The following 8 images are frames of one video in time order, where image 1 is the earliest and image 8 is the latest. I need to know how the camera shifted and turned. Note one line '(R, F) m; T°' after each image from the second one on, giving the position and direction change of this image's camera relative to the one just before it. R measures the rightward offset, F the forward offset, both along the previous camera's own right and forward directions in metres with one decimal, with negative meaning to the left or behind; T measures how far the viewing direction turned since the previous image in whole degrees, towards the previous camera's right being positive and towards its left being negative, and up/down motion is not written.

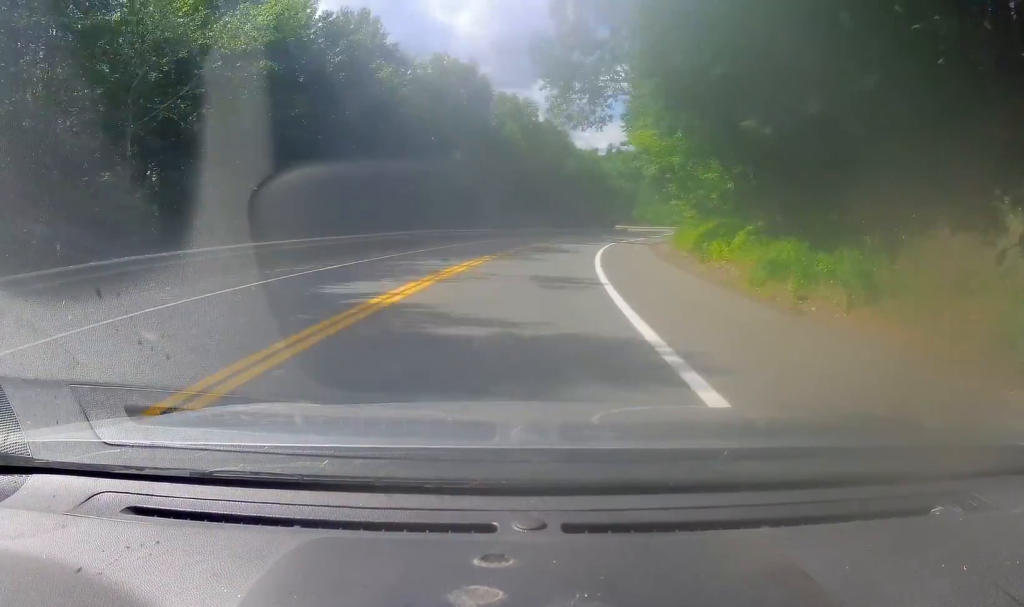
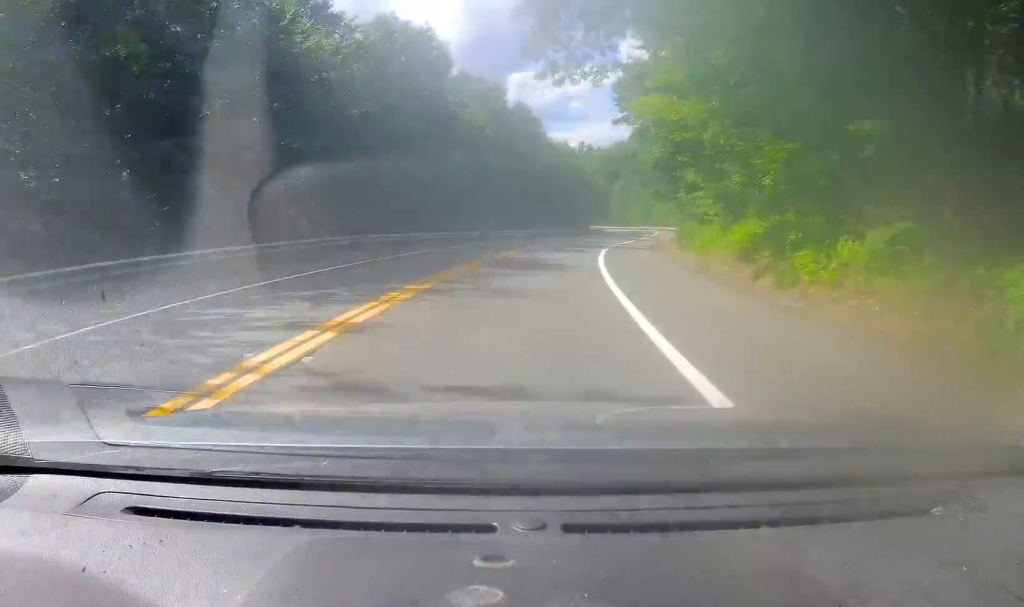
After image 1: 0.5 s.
(+0.7, +11.5) m; +2°
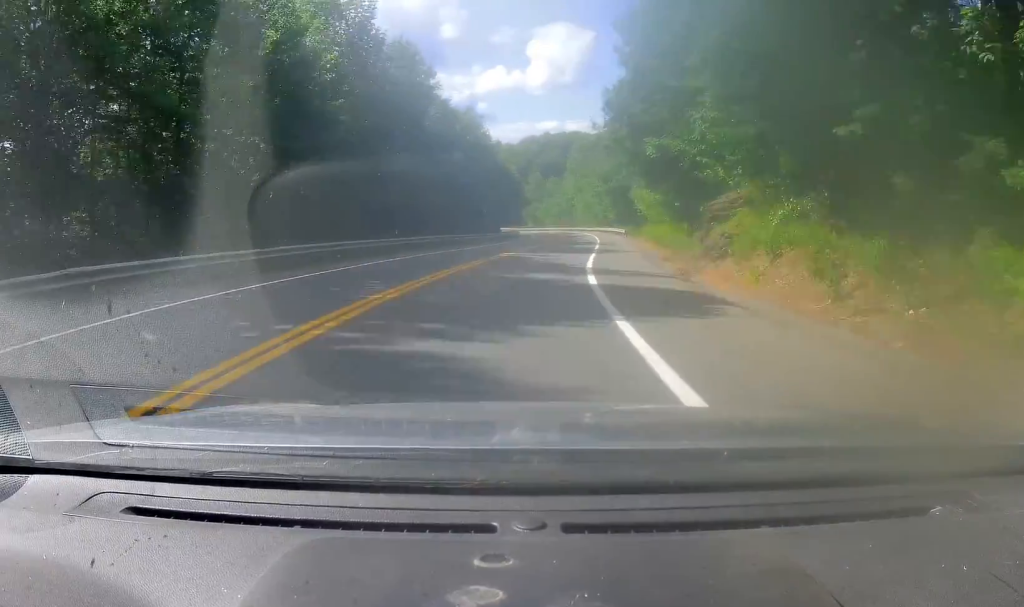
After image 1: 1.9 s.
(+0.8, +29.1) m; +6°
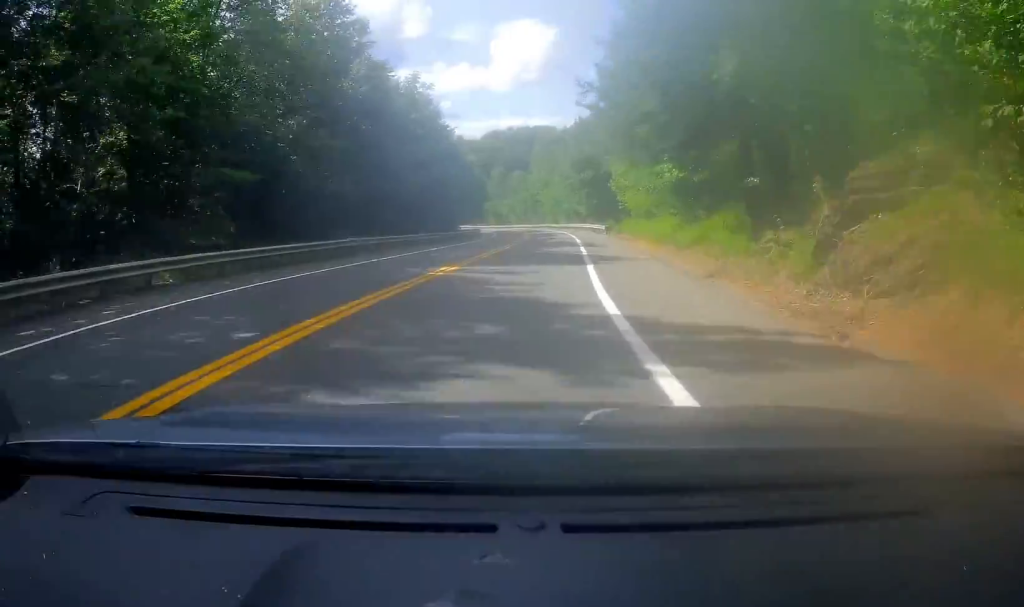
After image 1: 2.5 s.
(+0.8, +13.2) m; +3°
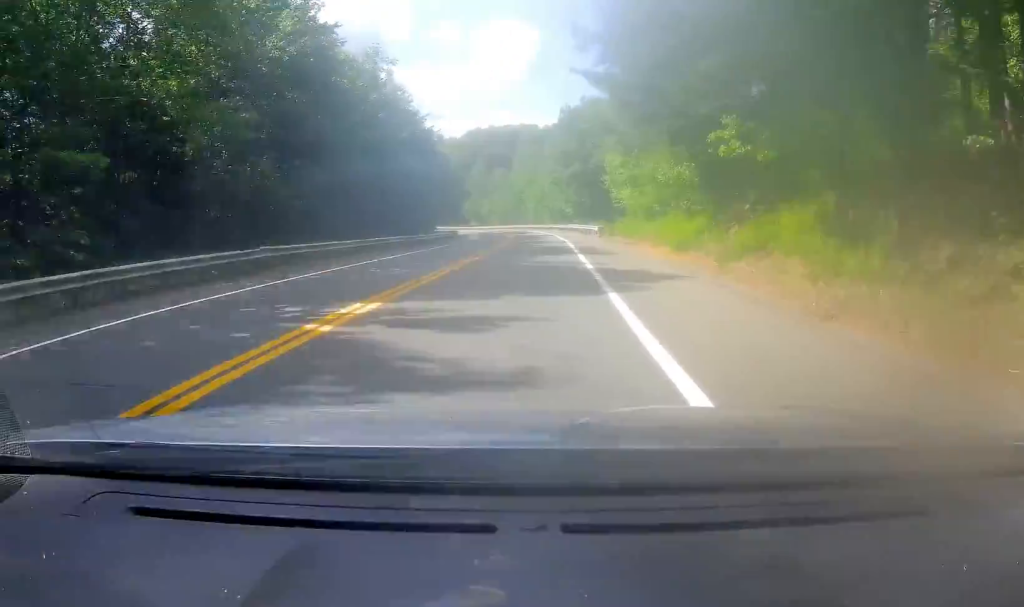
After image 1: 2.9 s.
(+0.2, +8.8) m; +2°
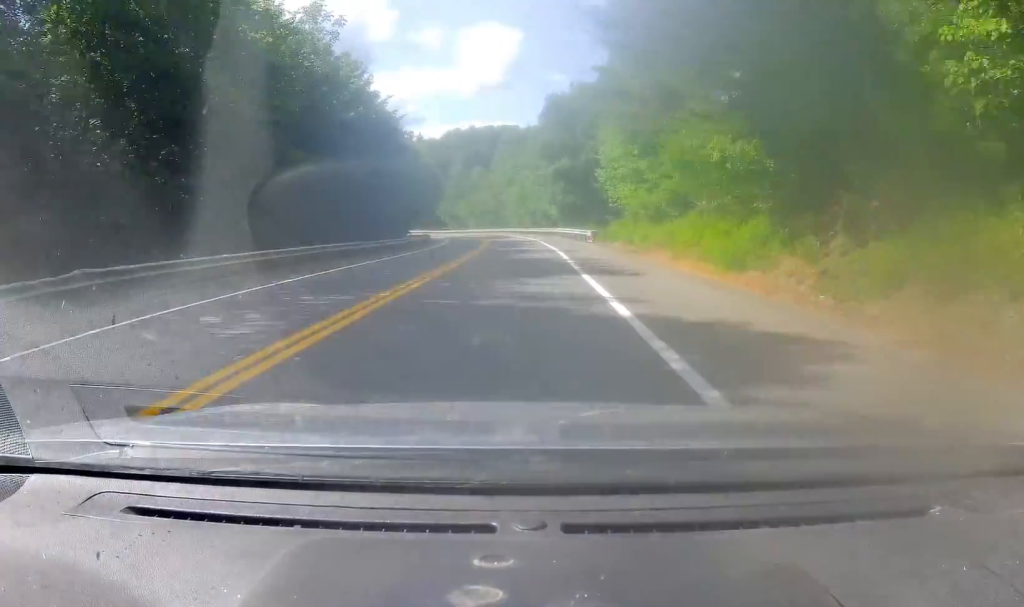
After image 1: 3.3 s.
(+0.2, +9.5) m; +2°
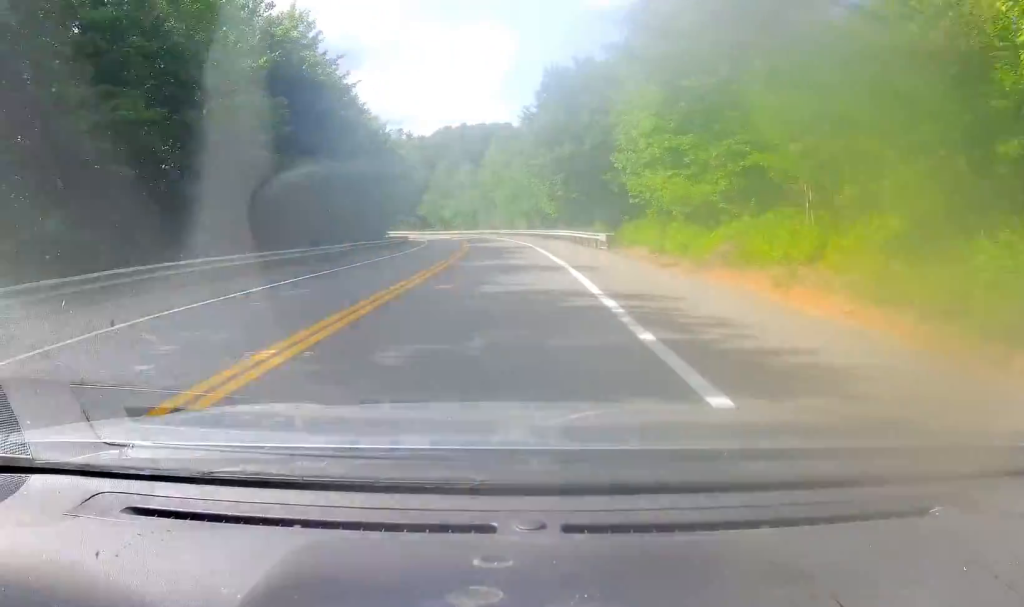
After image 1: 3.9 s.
(0.0, +12.4) m; +2°
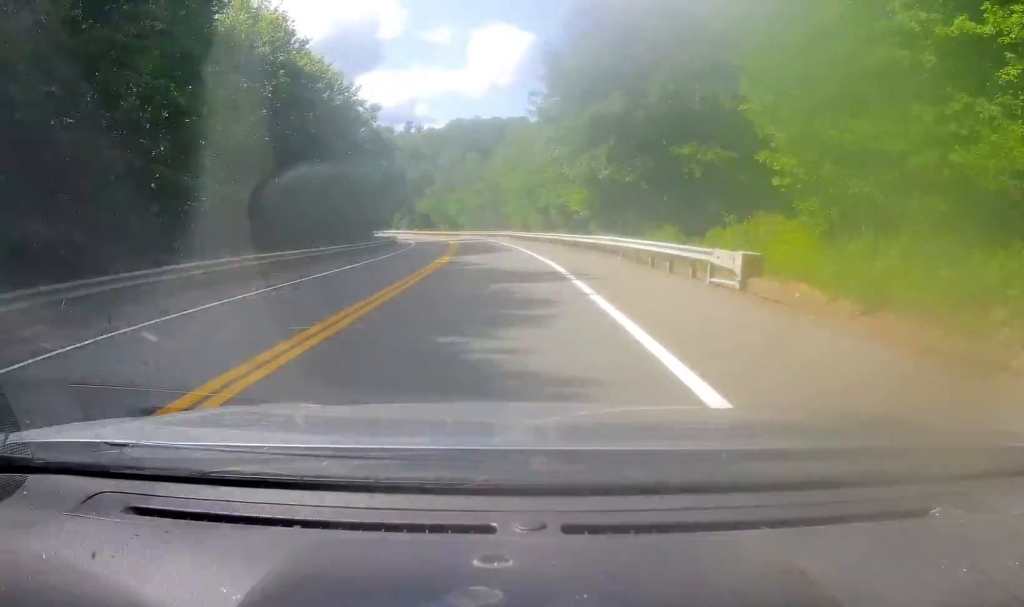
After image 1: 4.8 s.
(+0.9, +20.3) m; +1°
